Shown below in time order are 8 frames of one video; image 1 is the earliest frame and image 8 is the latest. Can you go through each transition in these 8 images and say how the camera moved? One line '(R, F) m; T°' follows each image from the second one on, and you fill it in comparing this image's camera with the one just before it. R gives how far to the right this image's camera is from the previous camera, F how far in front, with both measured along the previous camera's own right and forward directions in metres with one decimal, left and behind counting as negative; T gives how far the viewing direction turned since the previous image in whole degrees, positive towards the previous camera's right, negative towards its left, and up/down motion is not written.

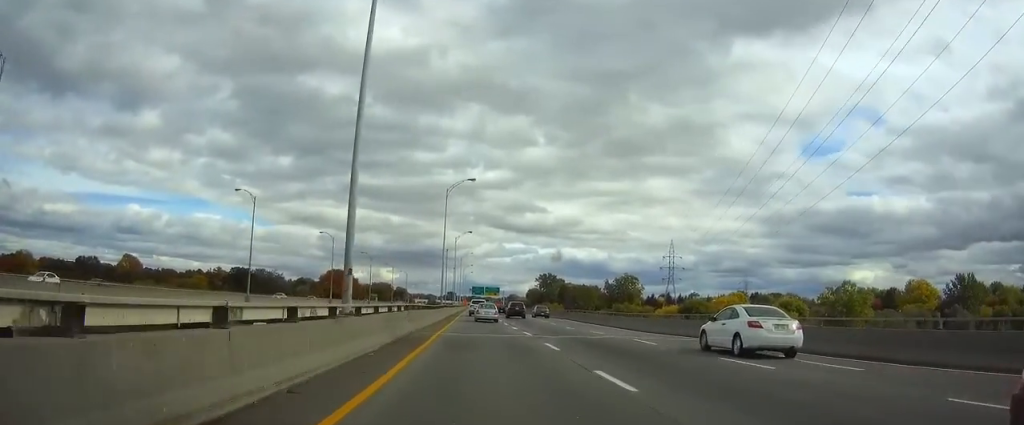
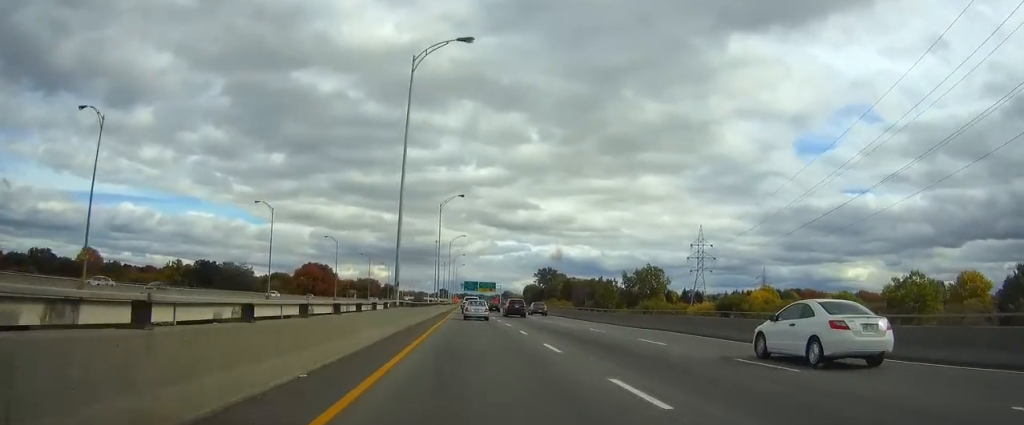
(0.0, +37.0) m; 0°
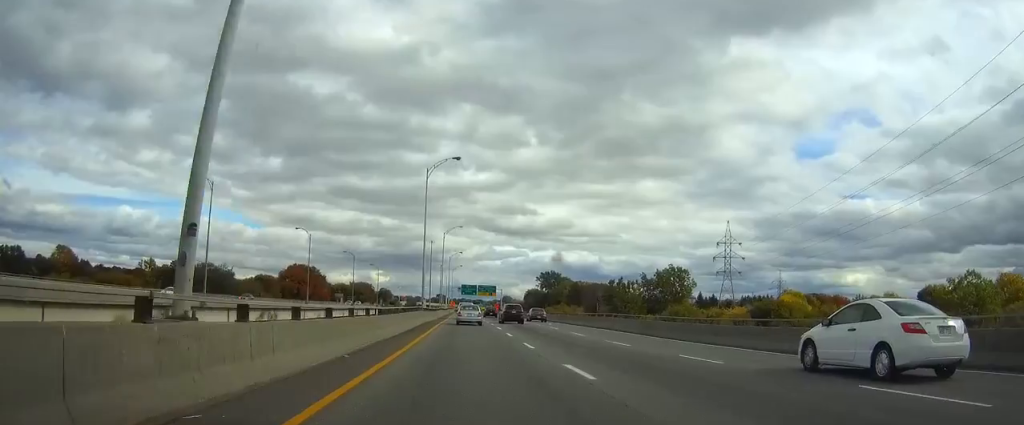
(0.0, +23.0) m; 0°
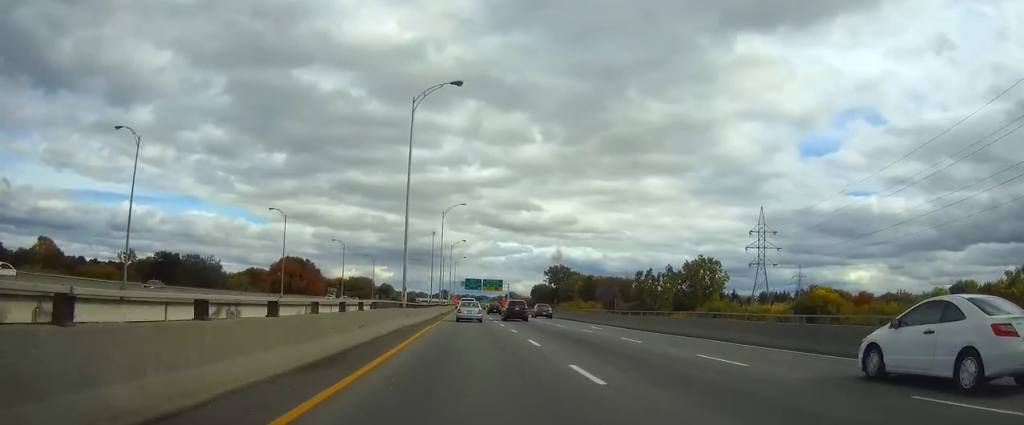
(0.0, +19.0) m; 0°
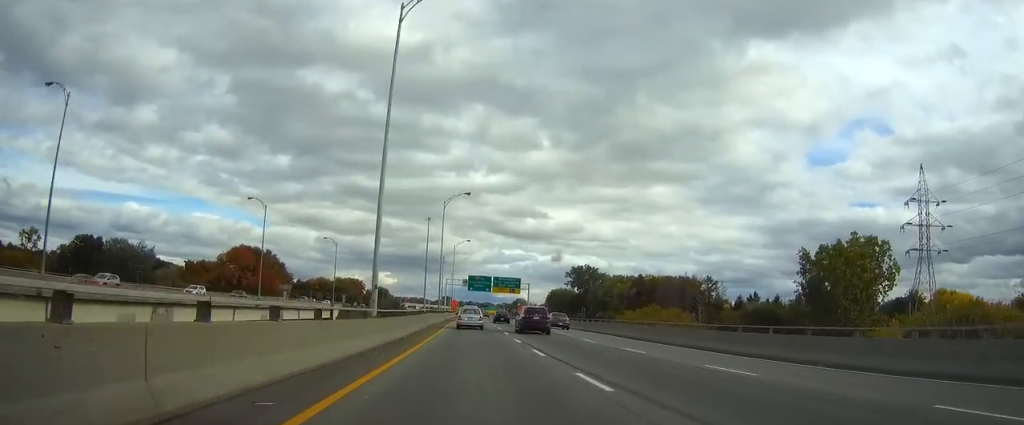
(0.0, +62.1) m; 0°
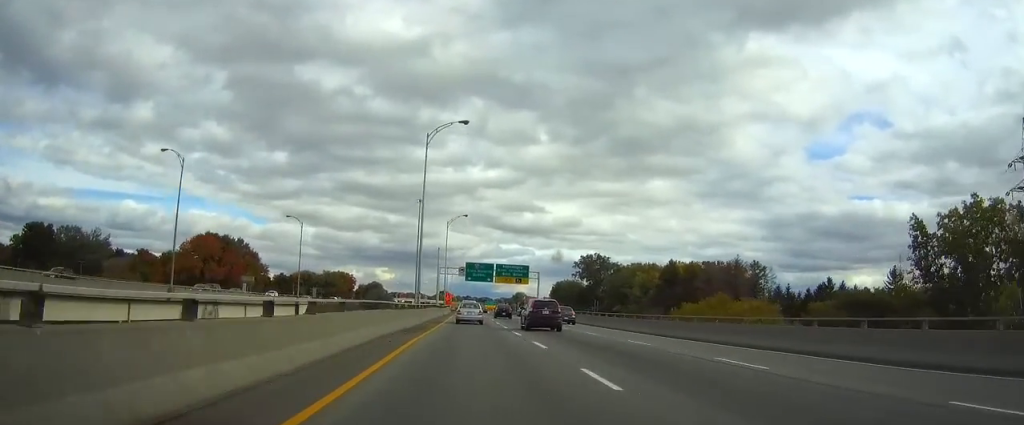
(0.0, +27.1) m; 0°
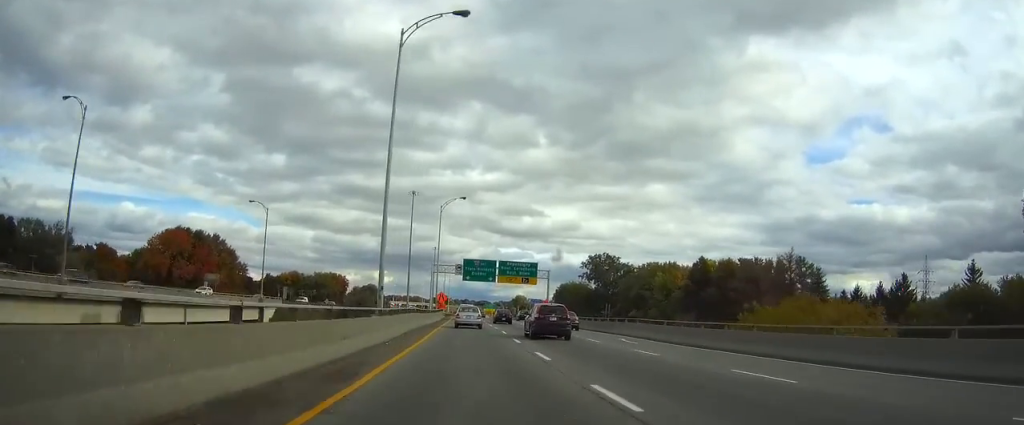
(0.0, +19.0) m; 0°
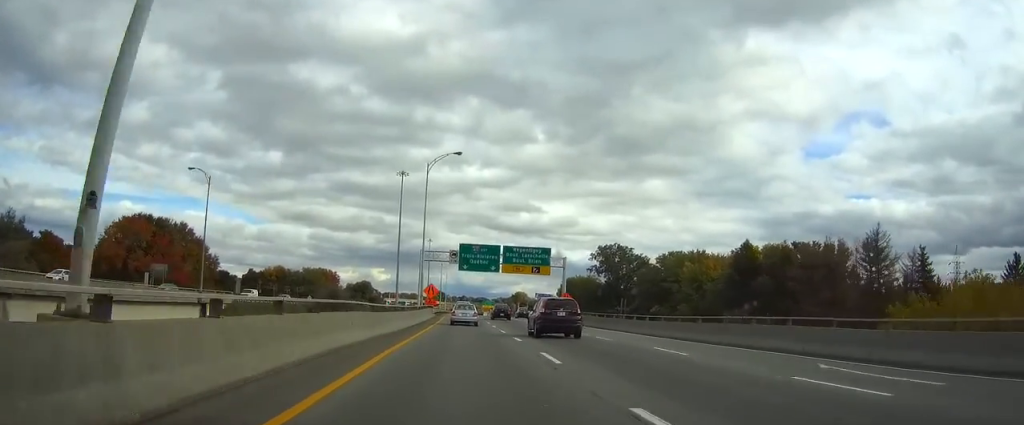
(0.0, +21.0) m; 0°
